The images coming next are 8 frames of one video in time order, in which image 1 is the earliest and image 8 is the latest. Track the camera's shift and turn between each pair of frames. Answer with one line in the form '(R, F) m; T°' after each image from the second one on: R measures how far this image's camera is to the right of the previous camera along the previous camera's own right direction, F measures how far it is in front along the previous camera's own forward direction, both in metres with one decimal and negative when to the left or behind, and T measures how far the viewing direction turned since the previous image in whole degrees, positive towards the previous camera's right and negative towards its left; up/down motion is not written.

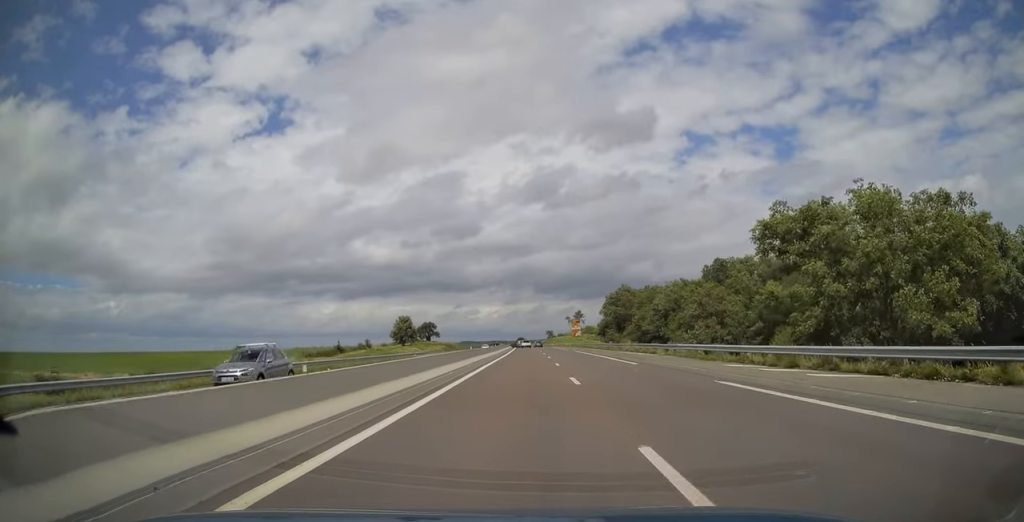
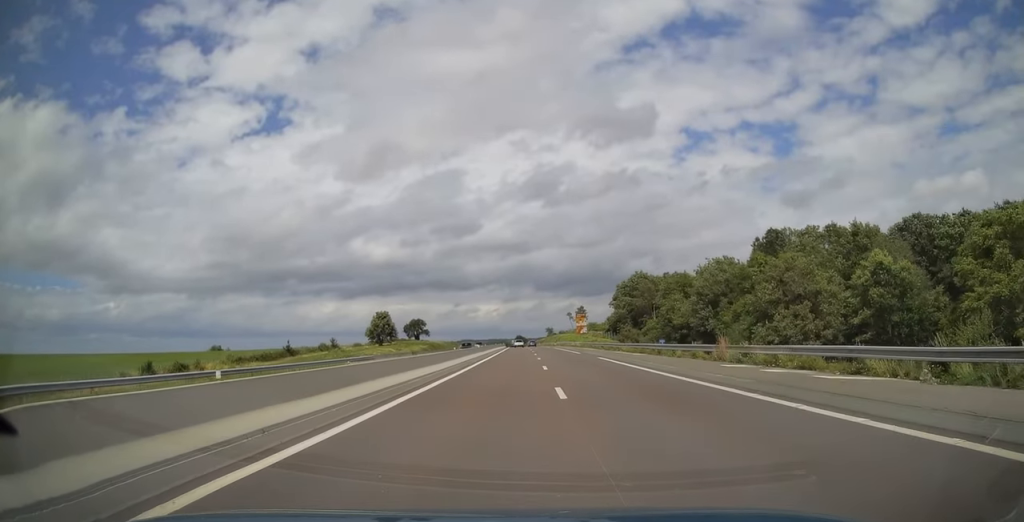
(0.0, +29.7) m; 0°
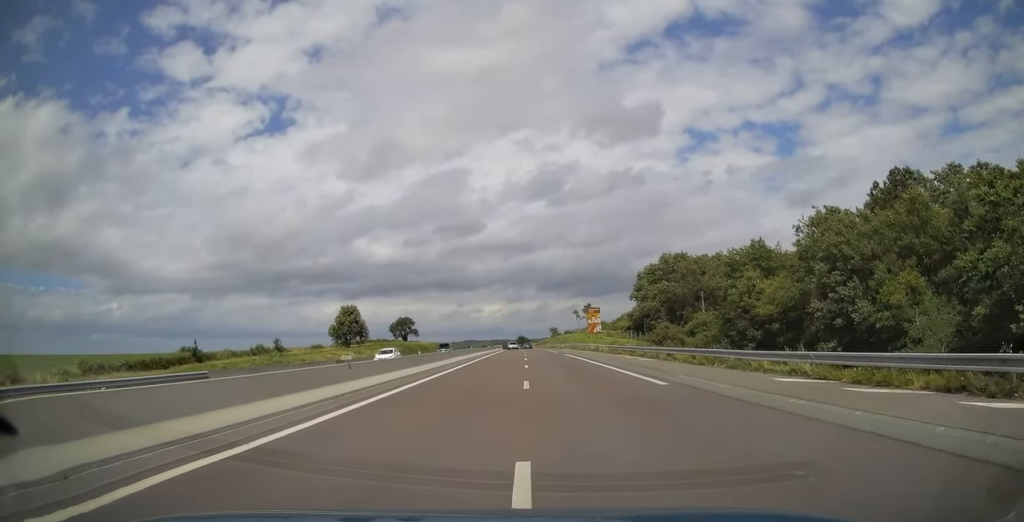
(0.0, +35.2) m; 0°
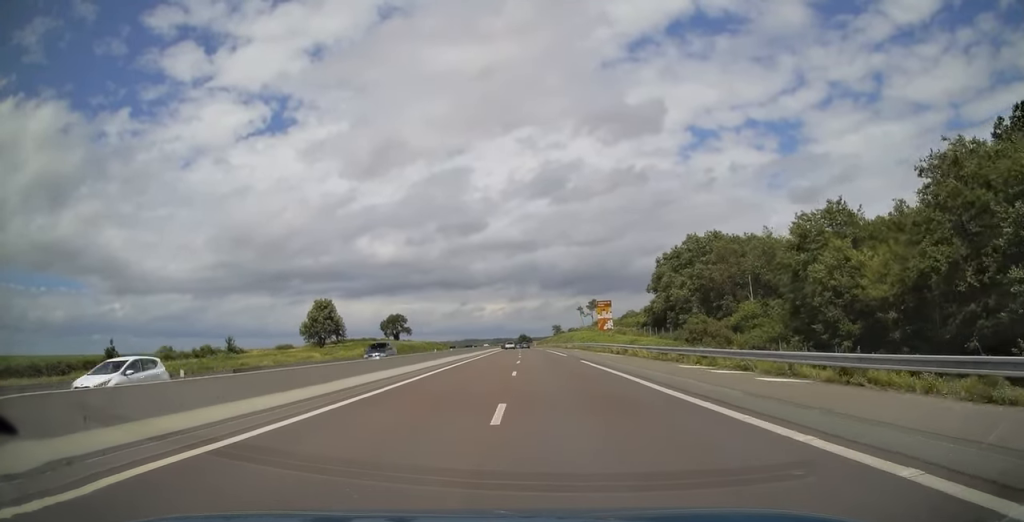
(0.0, +20.0) m; 0°
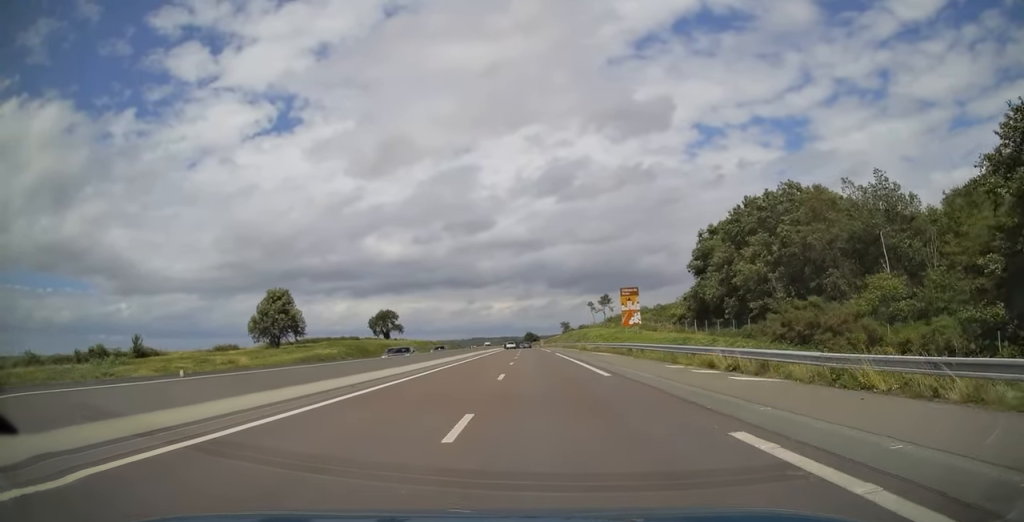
(-0.1, +27.7) m; 0°
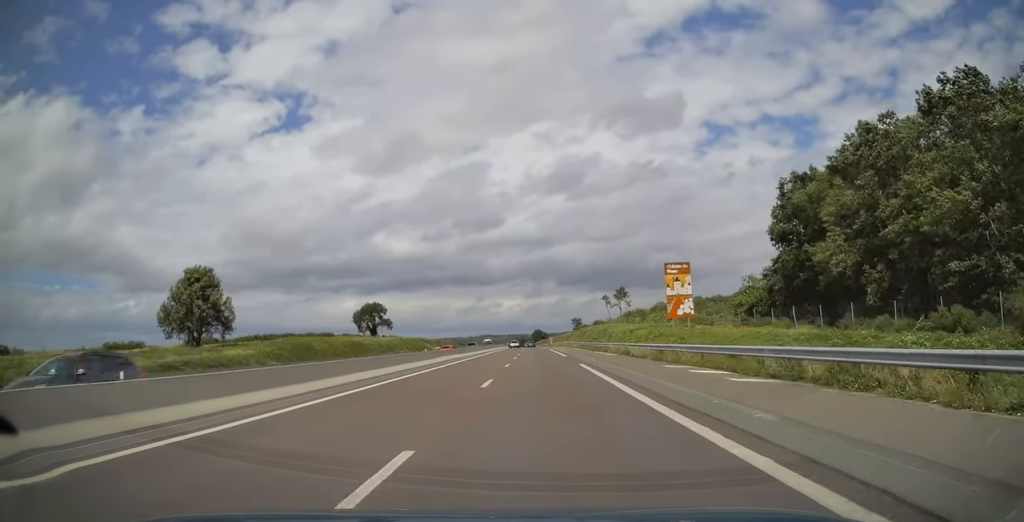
(-0.1, +29.9) m; -1°
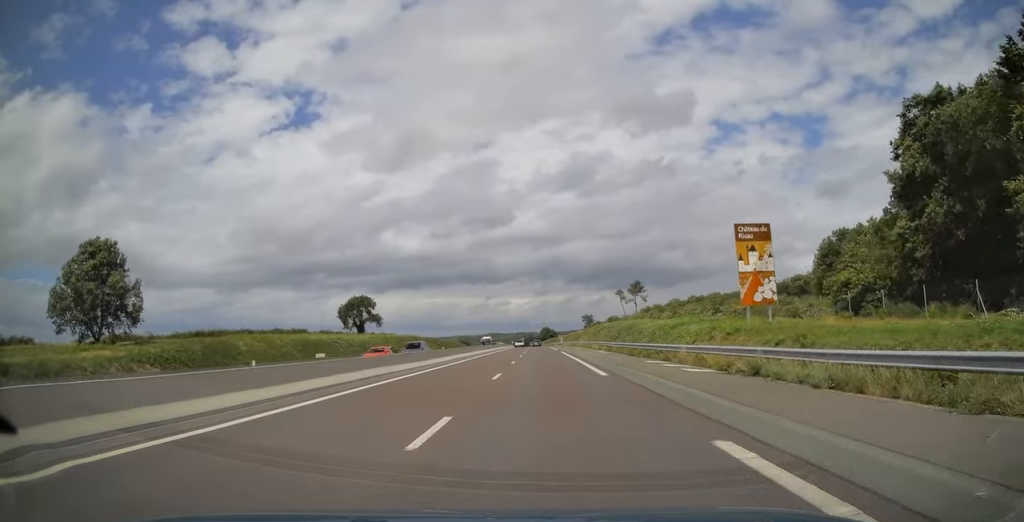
(0.0, +23.2) m; 0°
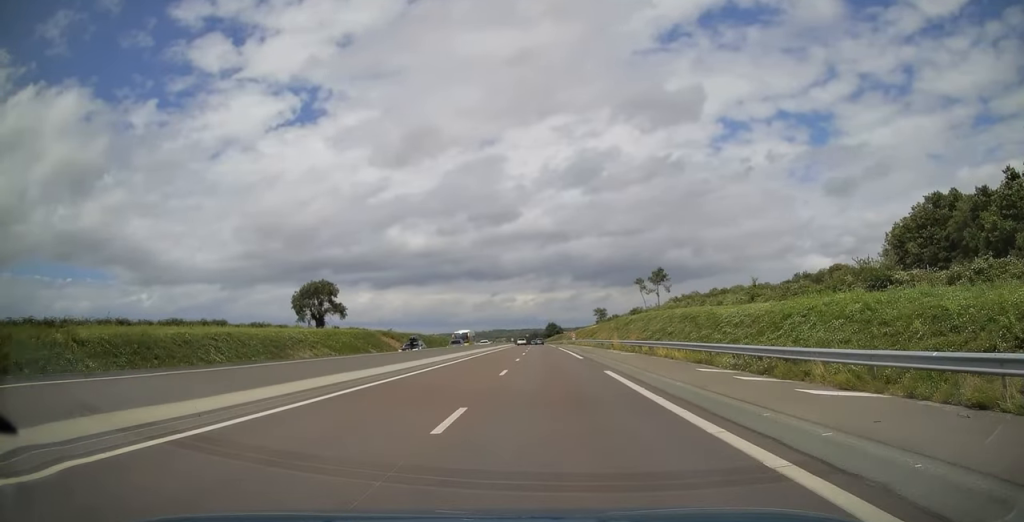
(-0.3, +38.1) m; -1°
